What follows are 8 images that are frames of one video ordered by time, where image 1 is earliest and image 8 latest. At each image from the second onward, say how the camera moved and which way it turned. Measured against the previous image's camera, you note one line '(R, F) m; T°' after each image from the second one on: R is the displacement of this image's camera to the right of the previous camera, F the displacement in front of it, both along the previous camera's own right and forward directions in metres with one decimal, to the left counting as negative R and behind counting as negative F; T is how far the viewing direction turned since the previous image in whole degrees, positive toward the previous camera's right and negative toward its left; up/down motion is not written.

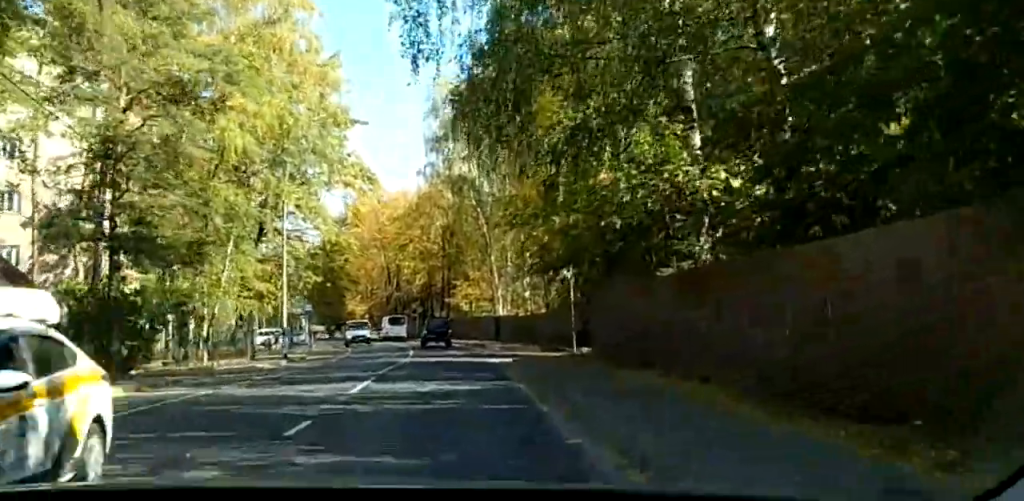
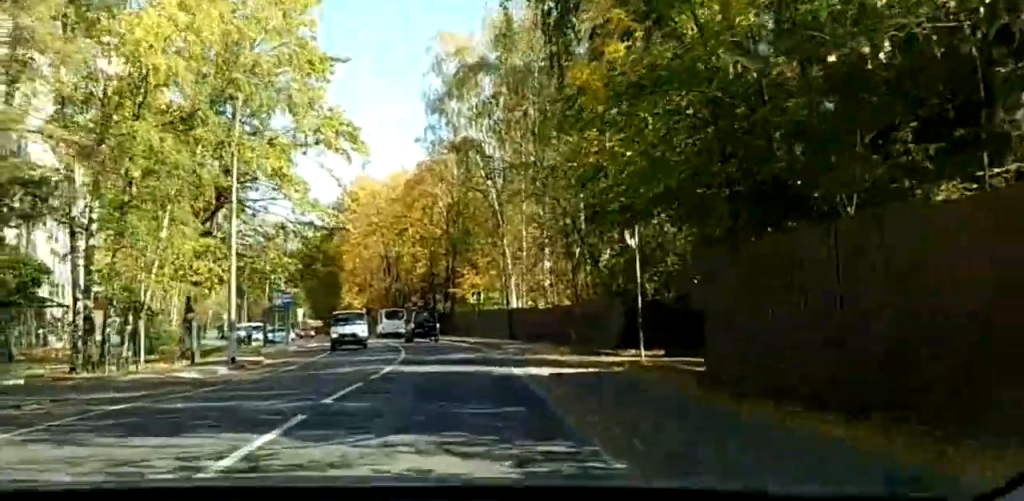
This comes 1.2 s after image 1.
(-0.4, +13.7) m; -2°
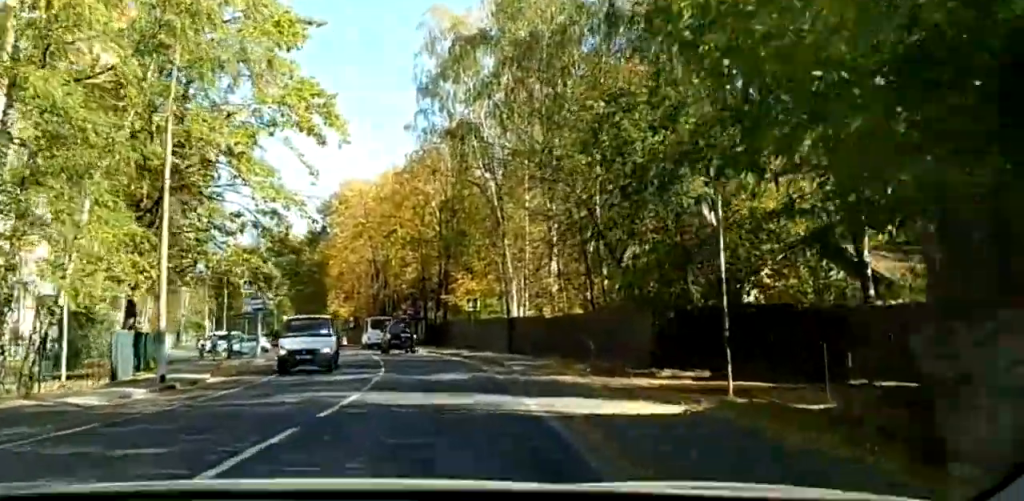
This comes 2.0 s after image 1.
(0.0, +9.0) m; -1°
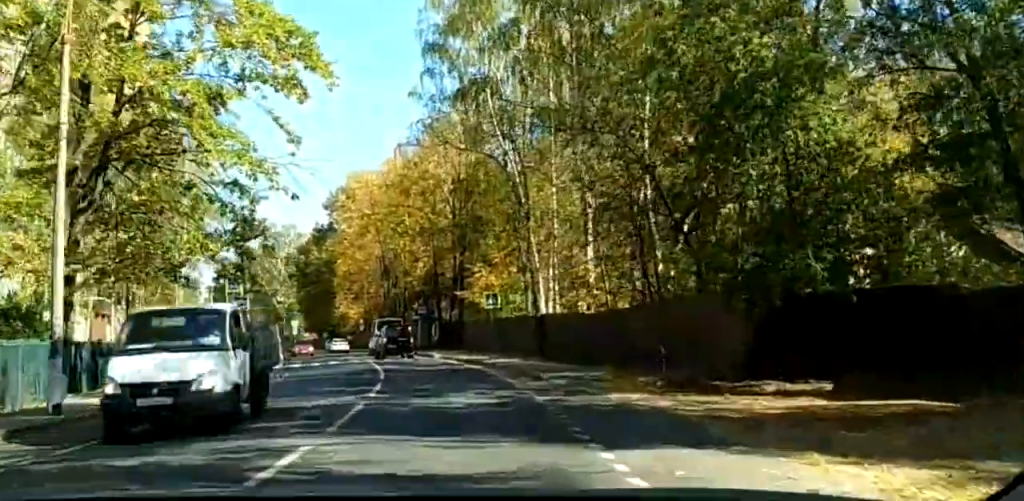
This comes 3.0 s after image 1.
(-0.1, +10.5) m; 0°
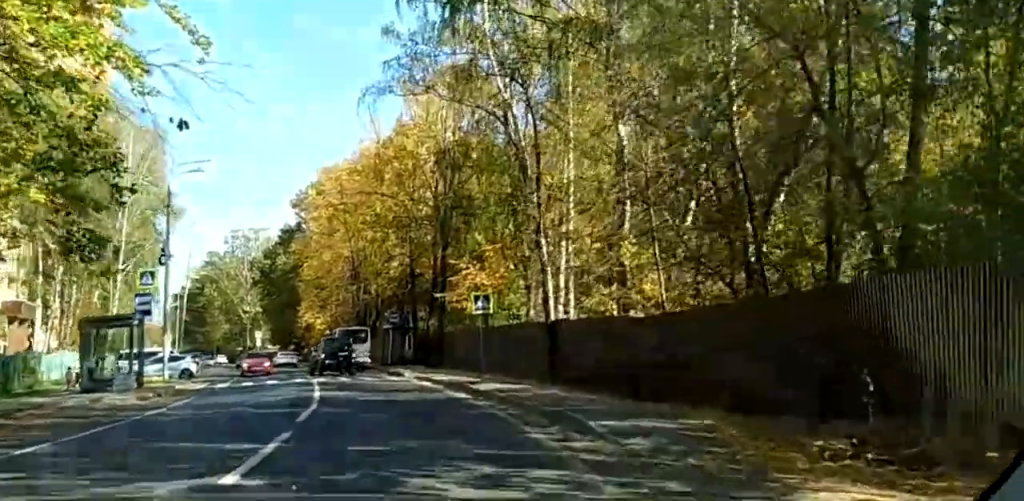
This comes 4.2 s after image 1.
(+0.1, +14.9) m; 0°
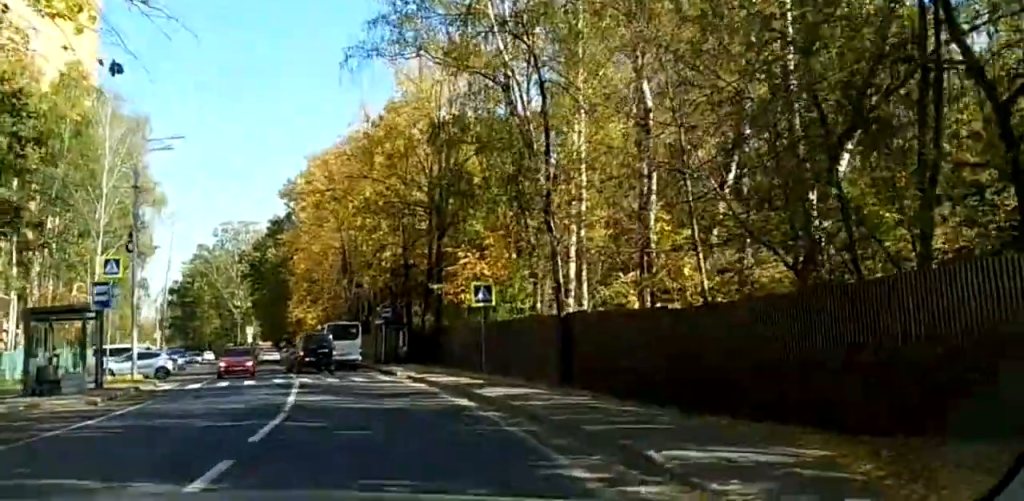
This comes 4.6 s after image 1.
(0.0, +4.6) m; 0°
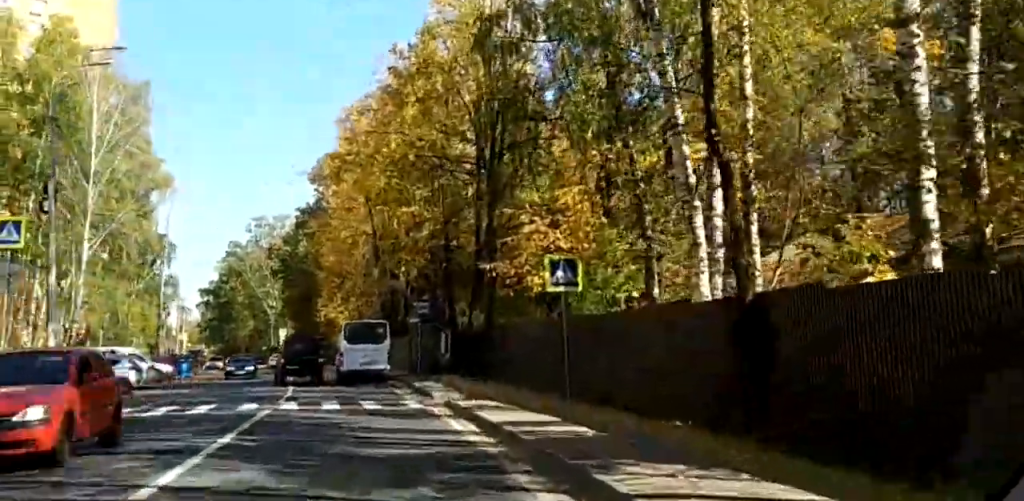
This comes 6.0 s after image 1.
(-0.1, +16.0) m; -3°
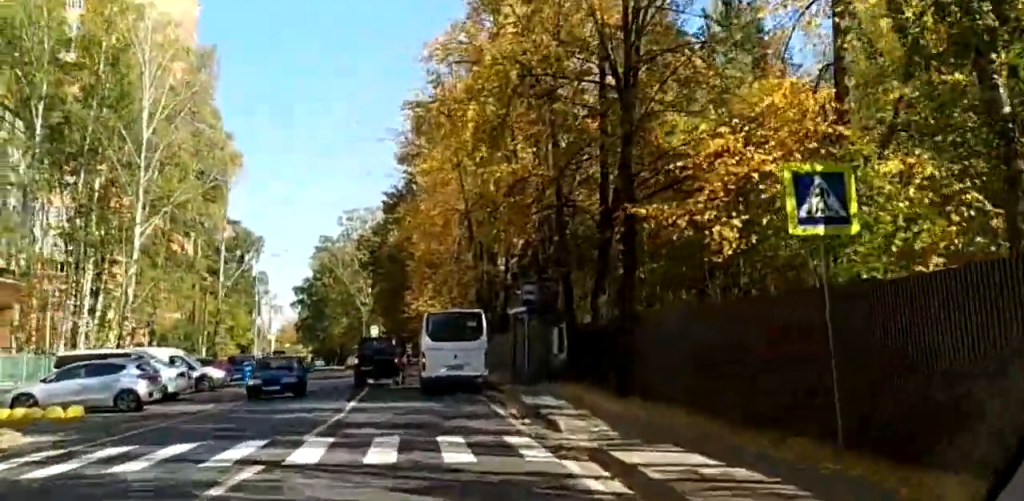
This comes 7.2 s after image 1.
(-0.7, +13.0) m; -3°
